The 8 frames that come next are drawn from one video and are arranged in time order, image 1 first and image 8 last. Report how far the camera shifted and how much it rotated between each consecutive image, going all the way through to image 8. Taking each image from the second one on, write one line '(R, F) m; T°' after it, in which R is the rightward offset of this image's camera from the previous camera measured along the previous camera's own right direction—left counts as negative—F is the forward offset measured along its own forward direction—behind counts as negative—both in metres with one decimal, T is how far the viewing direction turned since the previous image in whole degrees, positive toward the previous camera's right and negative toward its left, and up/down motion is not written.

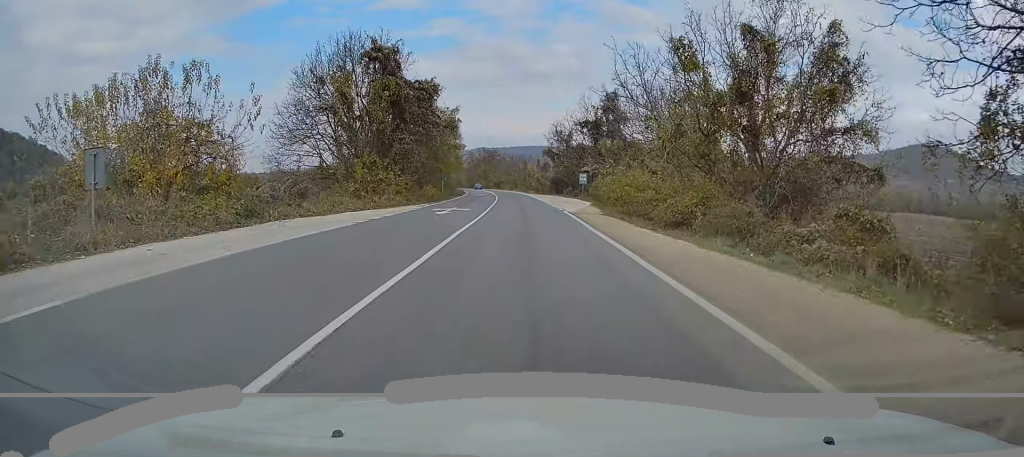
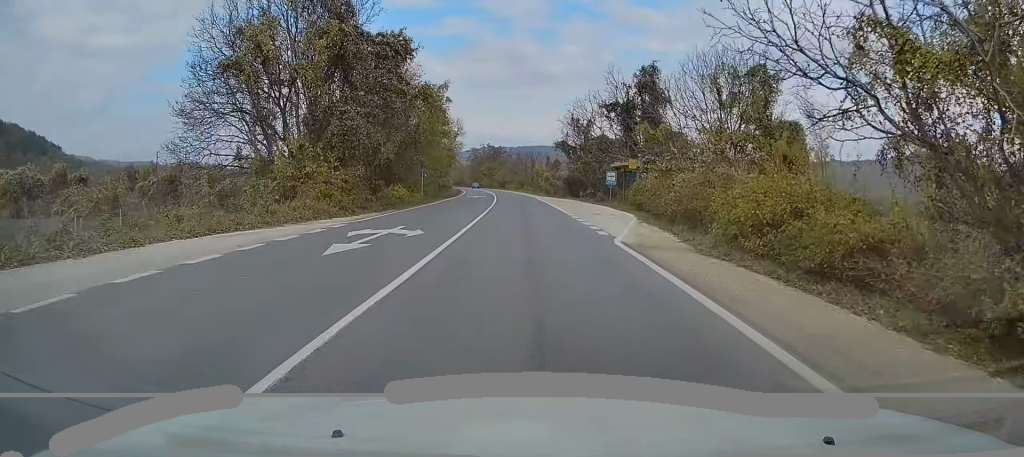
(-0.2, +15.7) m; -1°
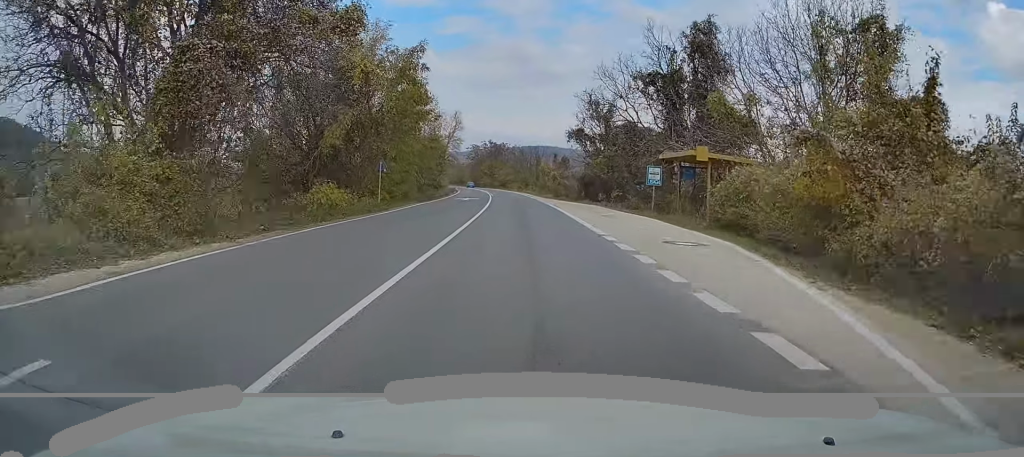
(-0.1, +14.2) m; -1°
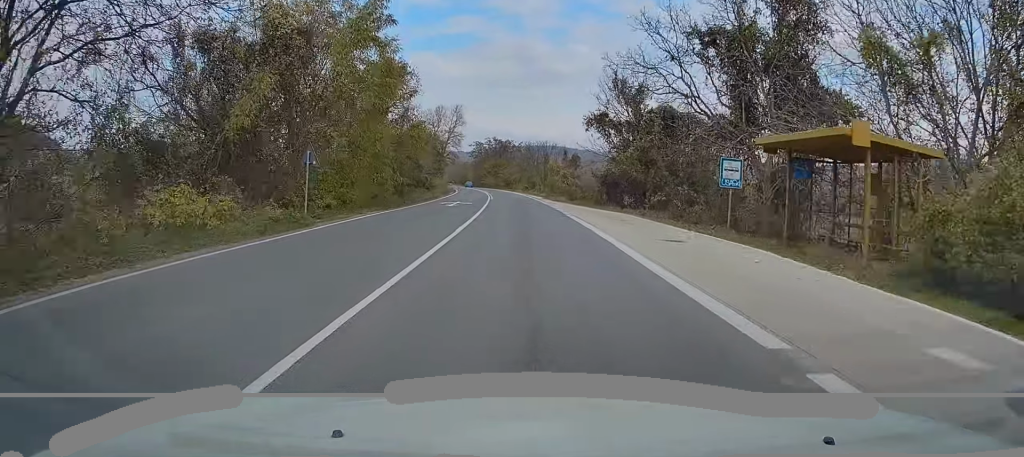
(0.0, +11.3) m; -1°
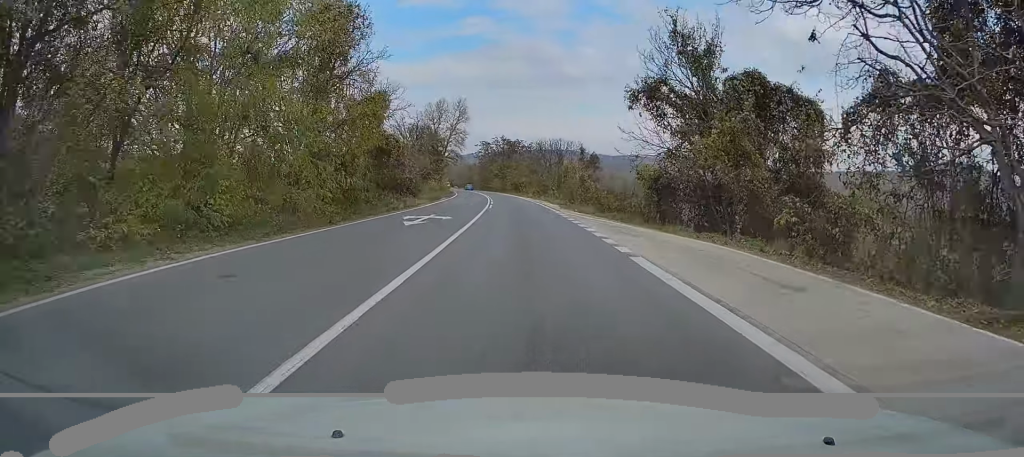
(0.0, +13.9) m; -1°
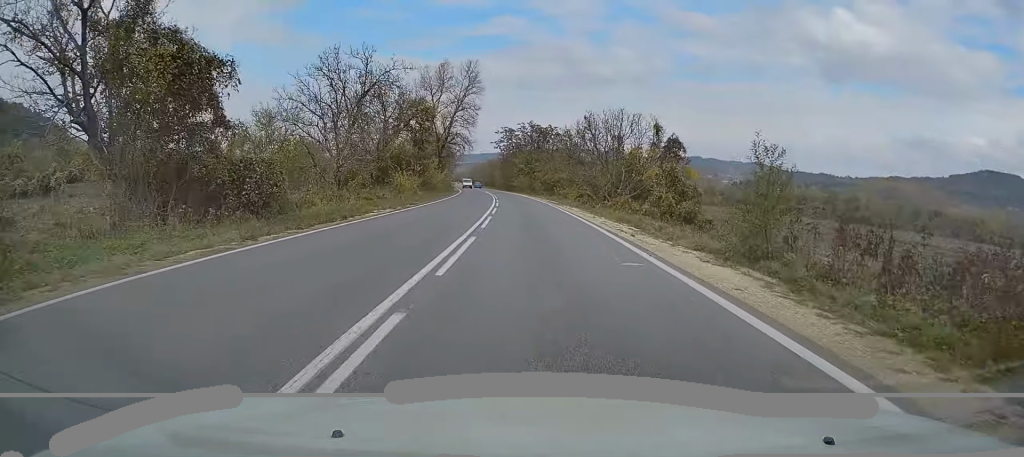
(-0.7, +34.6) m; -2°
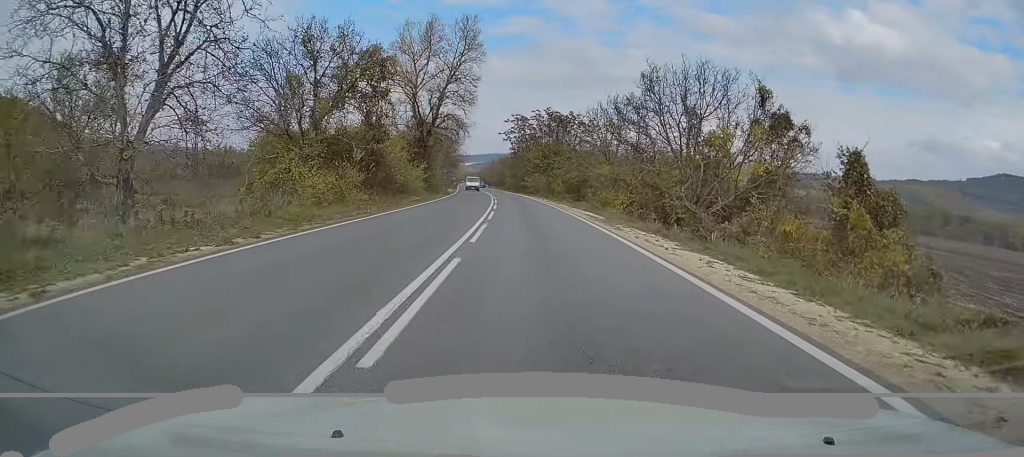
(-0.4, +22.6) m; -2°
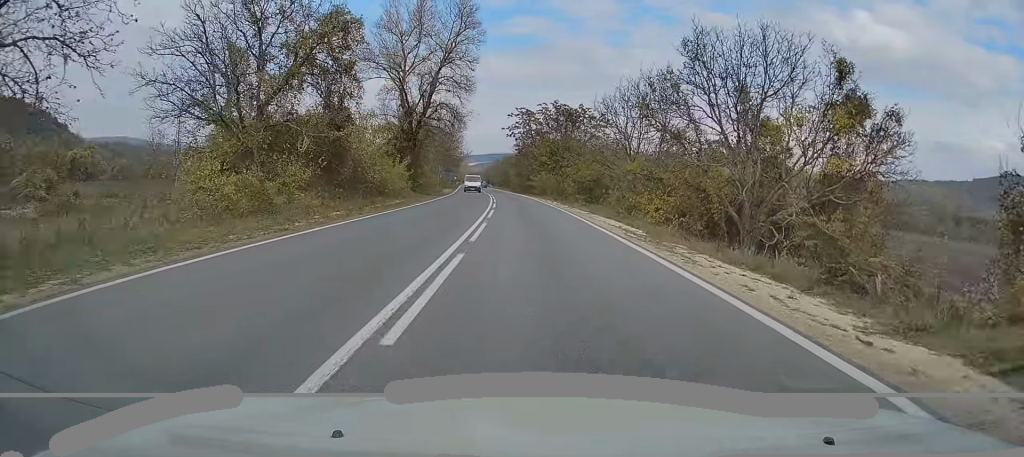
(-0.1, +8.4) m; -1°
